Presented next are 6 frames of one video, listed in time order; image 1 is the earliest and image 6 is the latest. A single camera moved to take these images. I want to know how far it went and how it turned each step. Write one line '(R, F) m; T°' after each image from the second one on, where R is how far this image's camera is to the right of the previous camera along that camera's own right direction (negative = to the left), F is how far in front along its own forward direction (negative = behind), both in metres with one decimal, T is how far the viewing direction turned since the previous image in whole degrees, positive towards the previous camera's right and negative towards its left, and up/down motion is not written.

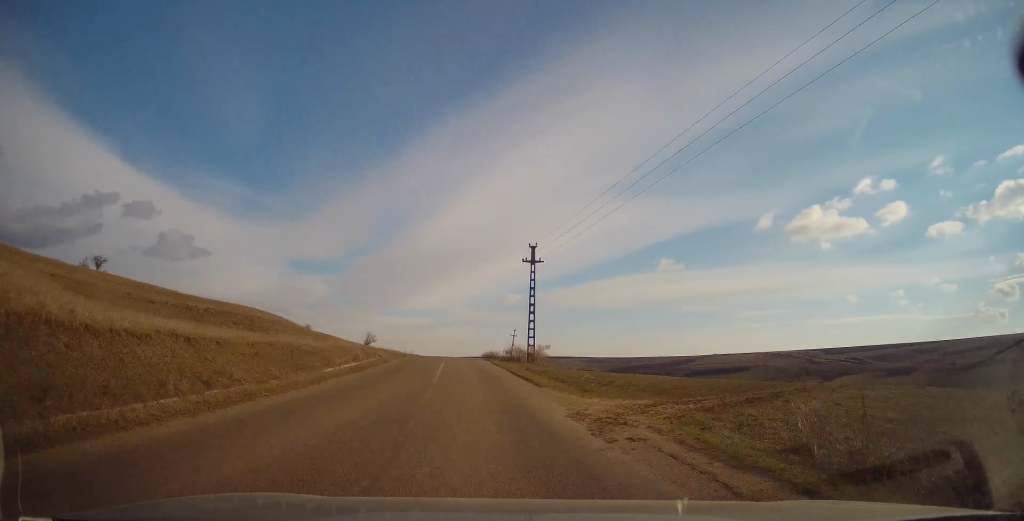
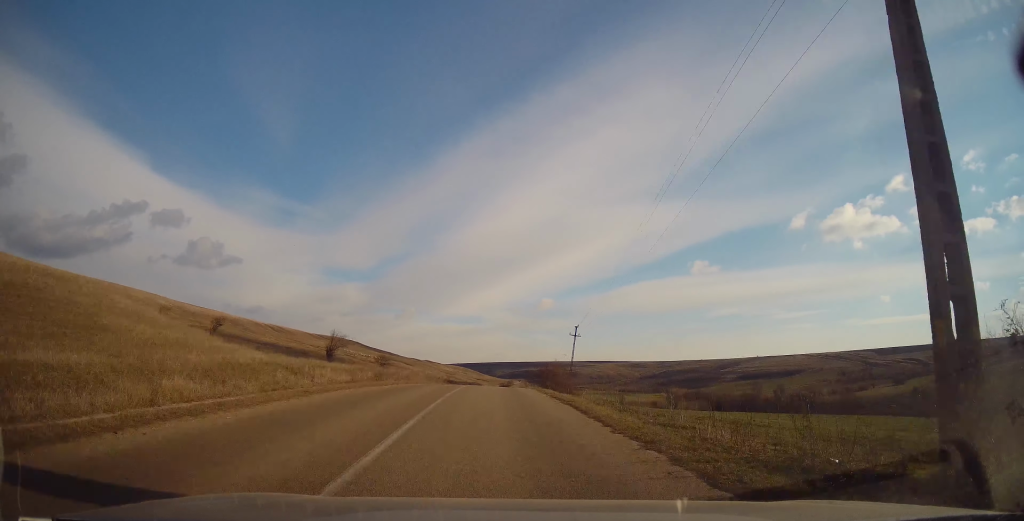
(-3.2, +40.8) m; -5°
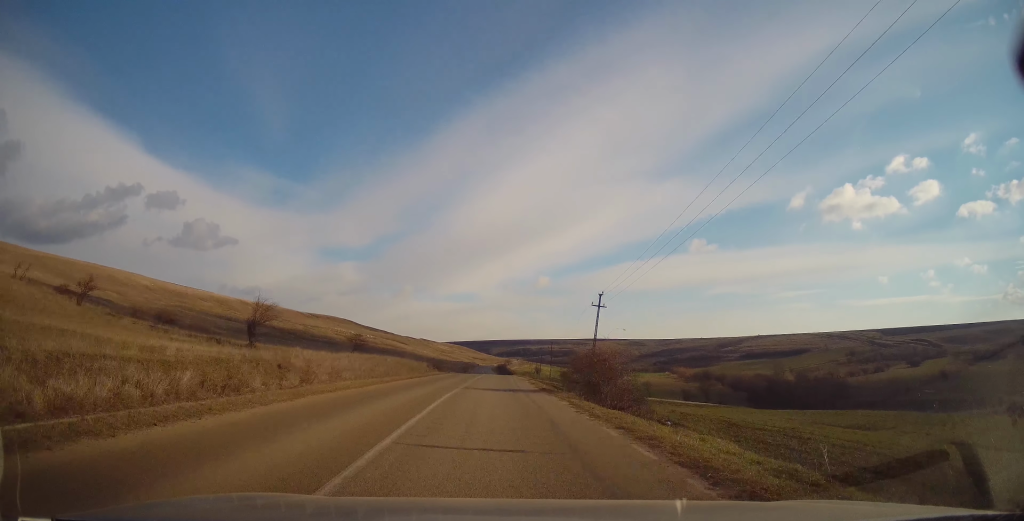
(+0.2, +17.5) m; 0°
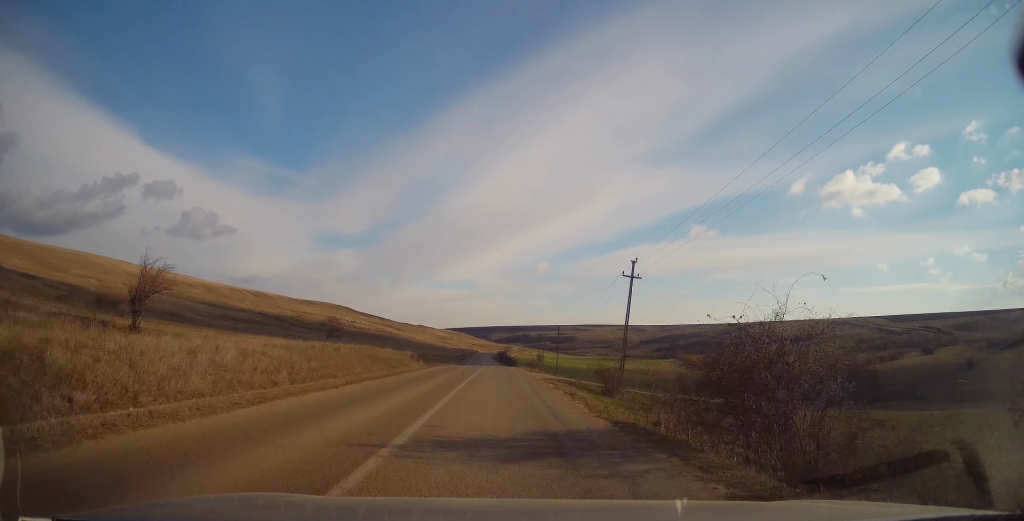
(+0.3, +13.7) m; 0°
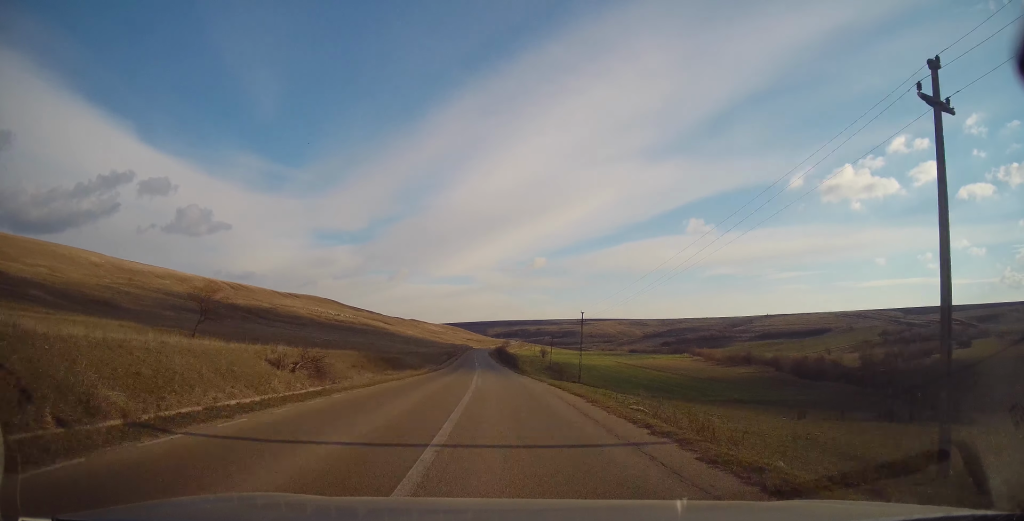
(-0.5, +31.4) m; 0°
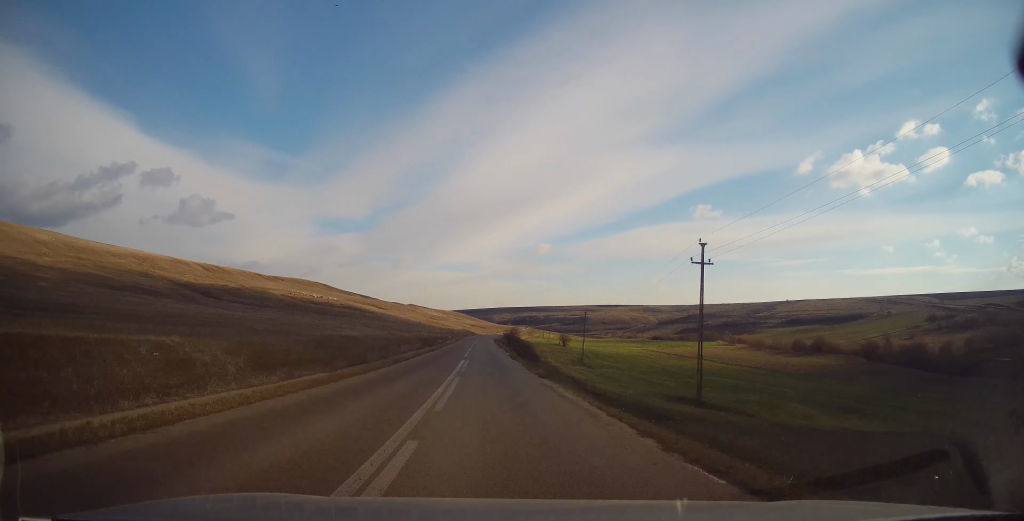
(+0.3, +45.7) m; 0°
